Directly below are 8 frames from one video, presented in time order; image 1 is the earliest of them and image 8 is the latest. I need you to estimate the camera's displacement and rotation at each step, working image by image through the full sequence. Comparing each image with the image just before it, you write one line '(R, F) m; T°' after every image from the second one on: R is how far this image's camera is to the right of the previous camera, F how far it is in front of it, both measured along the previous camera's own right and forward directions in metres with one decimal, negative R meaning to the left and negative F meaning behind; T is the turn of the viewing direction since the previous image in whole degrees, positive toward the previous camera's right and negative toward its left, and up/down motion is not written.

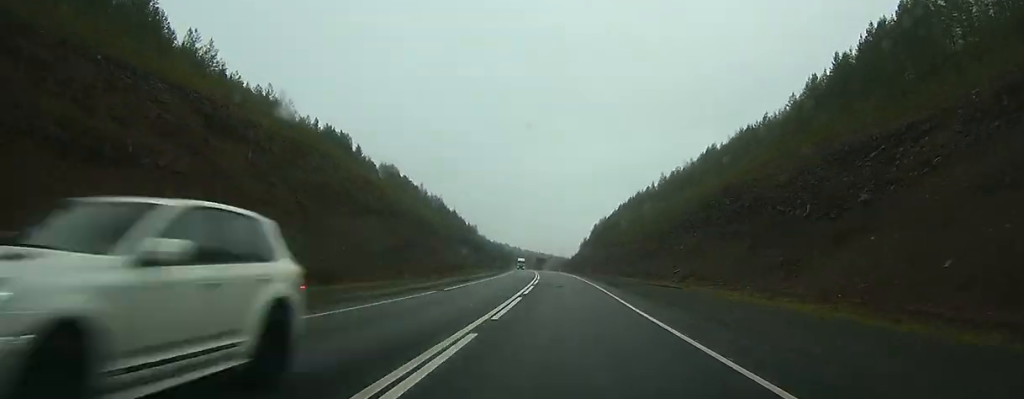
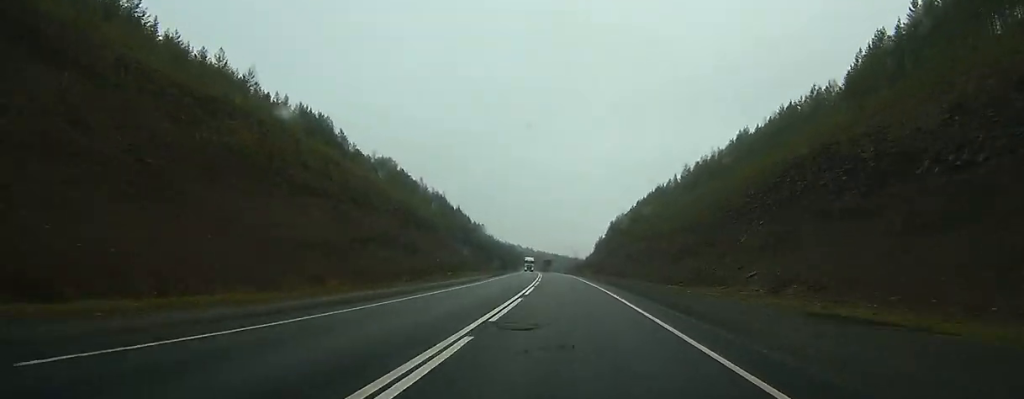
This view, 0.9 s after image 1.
(-0.1, +24.6) m; -1°
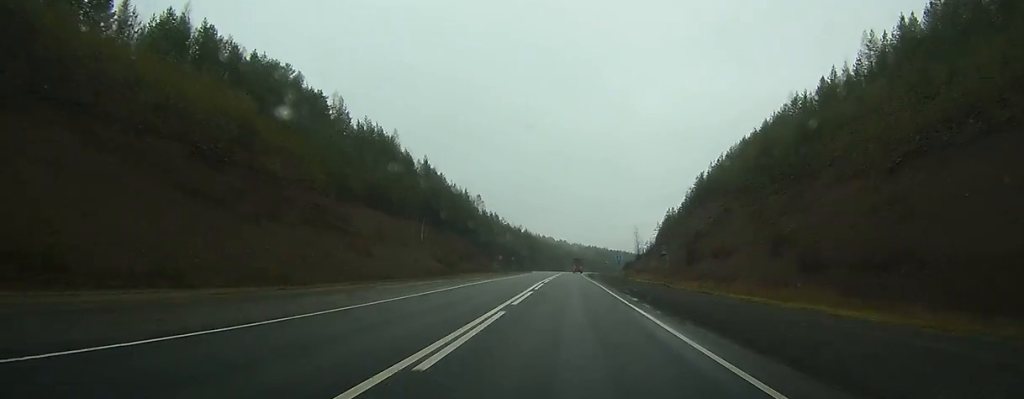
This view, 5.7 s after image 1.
(-4.8, +126.9) m; -3°
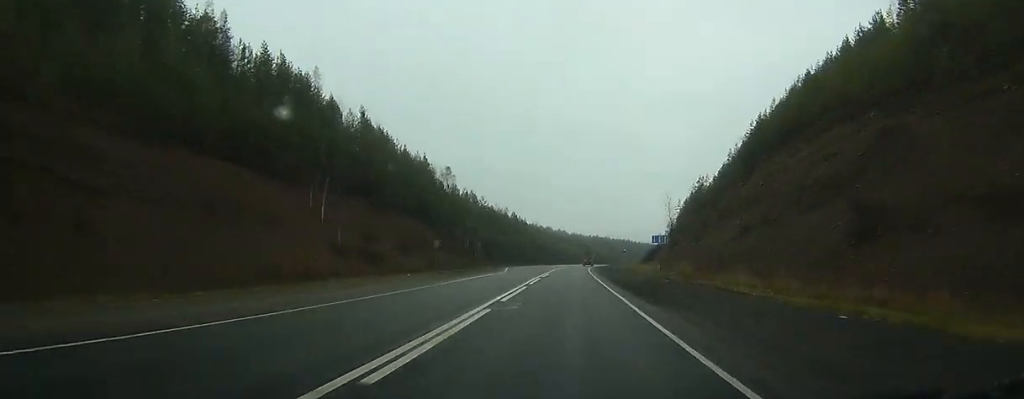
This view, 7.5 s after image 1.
(-0.2, +48.9) m; 0°
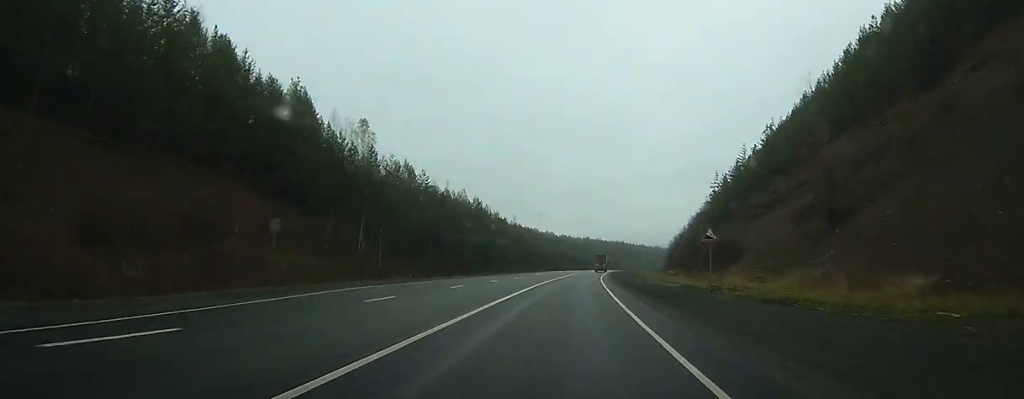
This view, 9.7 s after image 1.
(0.0, +59.6) m; +1°
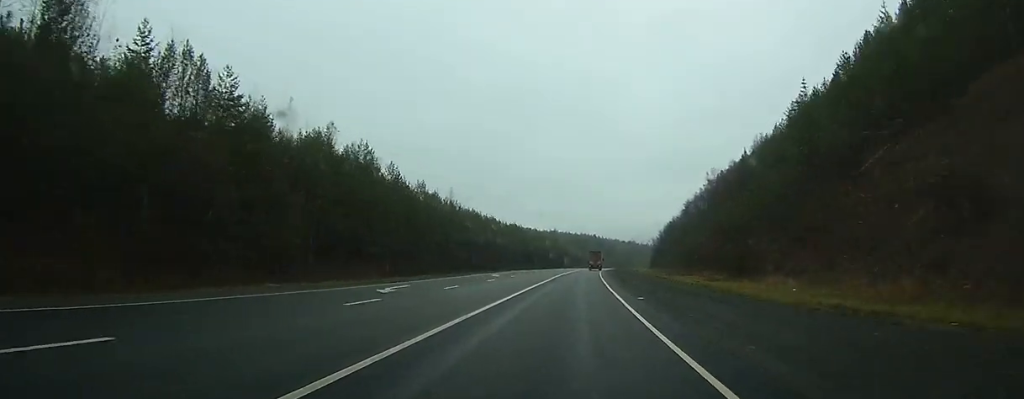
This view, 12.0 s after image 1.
(+1.3, +62.6) m; +3°
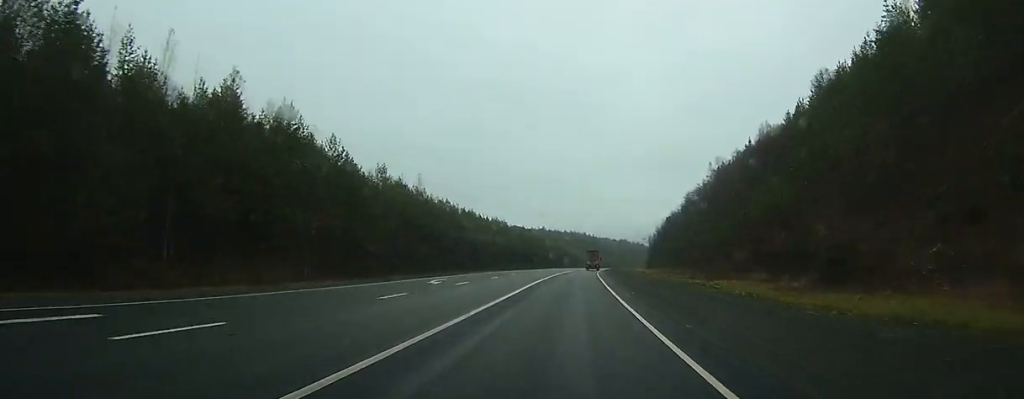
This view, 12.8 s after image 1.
(+0.1, +21.4) m; +1°
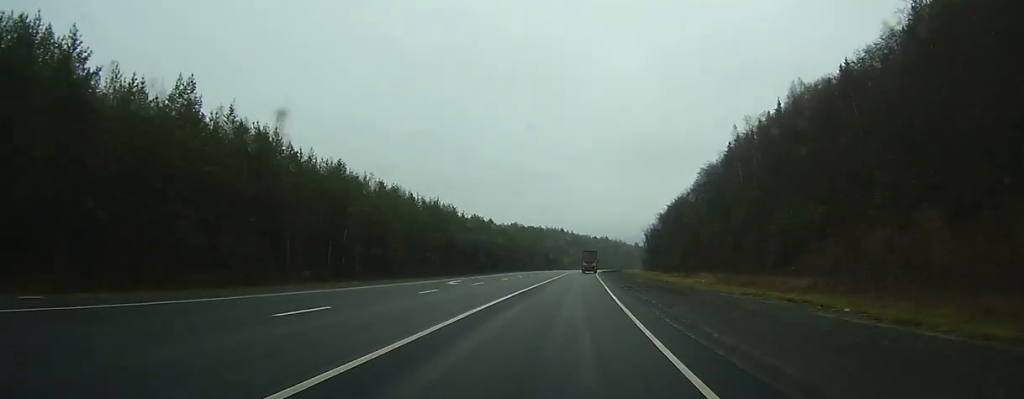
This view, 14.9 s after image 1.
(+1.1, +54.8) m; +2°
